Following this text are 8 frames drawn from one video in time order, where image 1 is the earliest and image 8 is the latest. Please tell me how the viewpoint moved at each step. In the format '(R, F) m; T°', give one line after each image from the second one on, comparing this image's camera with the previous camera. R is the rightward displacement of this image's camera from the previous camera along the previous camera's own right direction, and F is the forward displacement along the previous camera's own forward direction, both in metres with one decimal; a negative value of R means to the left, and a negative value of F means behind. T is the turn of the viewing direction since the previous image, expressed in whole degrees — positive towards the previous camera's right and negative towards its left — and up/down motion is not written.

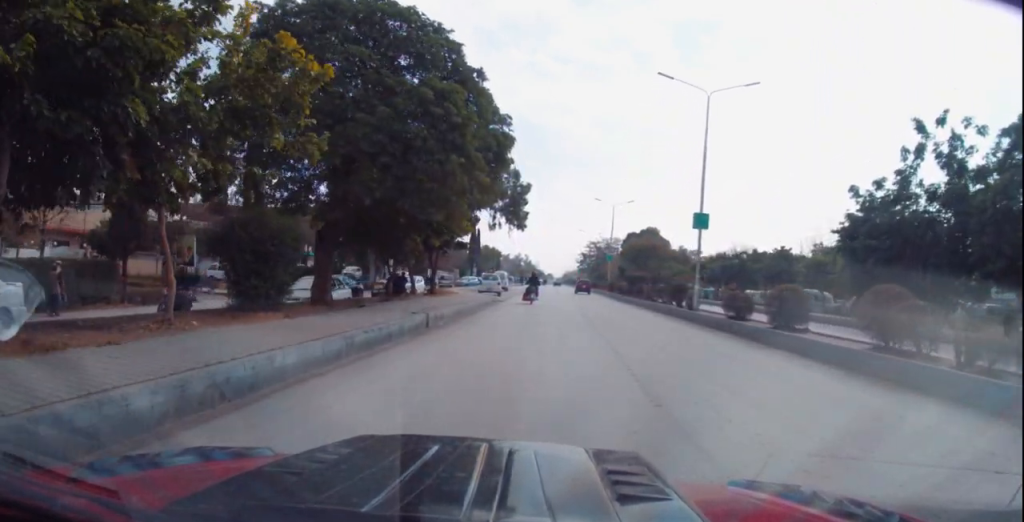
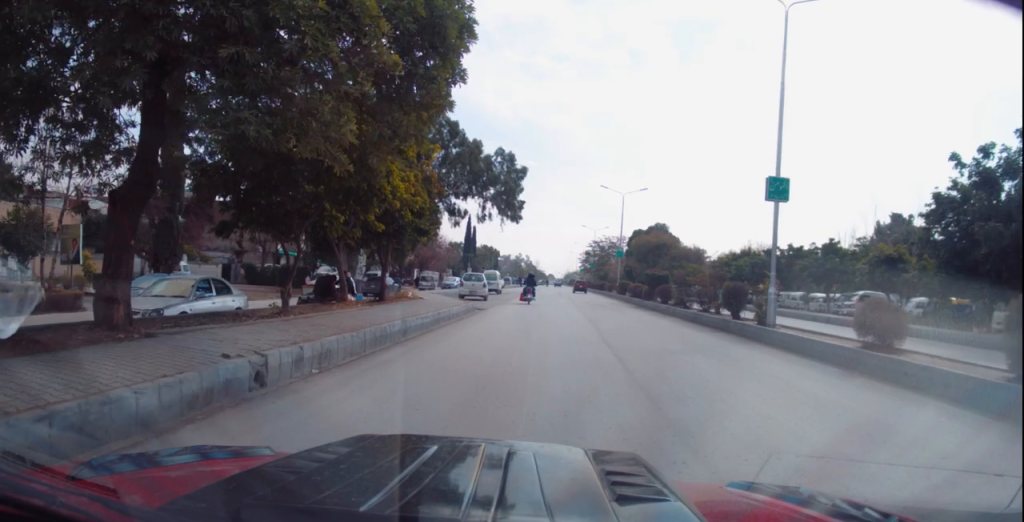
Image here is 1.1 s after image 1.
(-0.2, +8.9) m; -3°
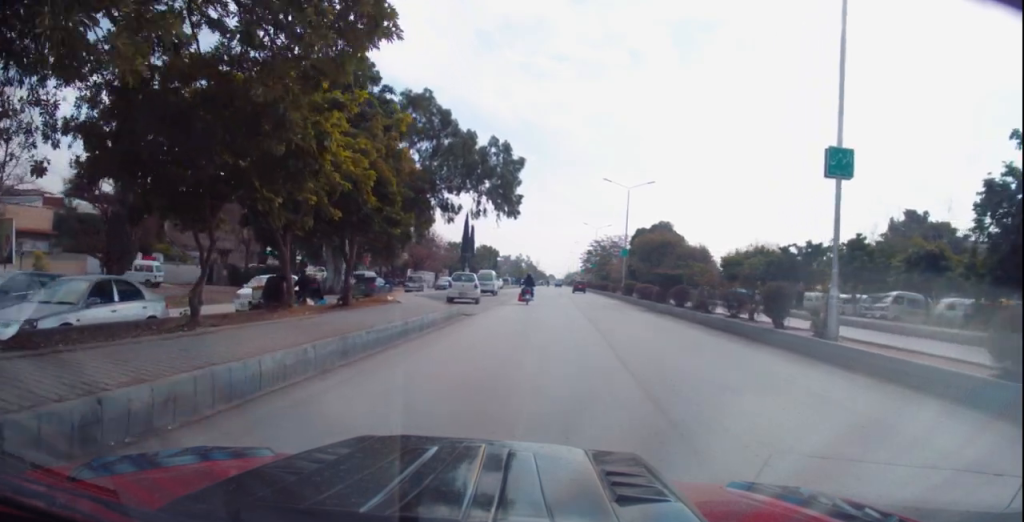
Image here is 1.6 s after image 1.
(-0.1, +3.9) m; -1°
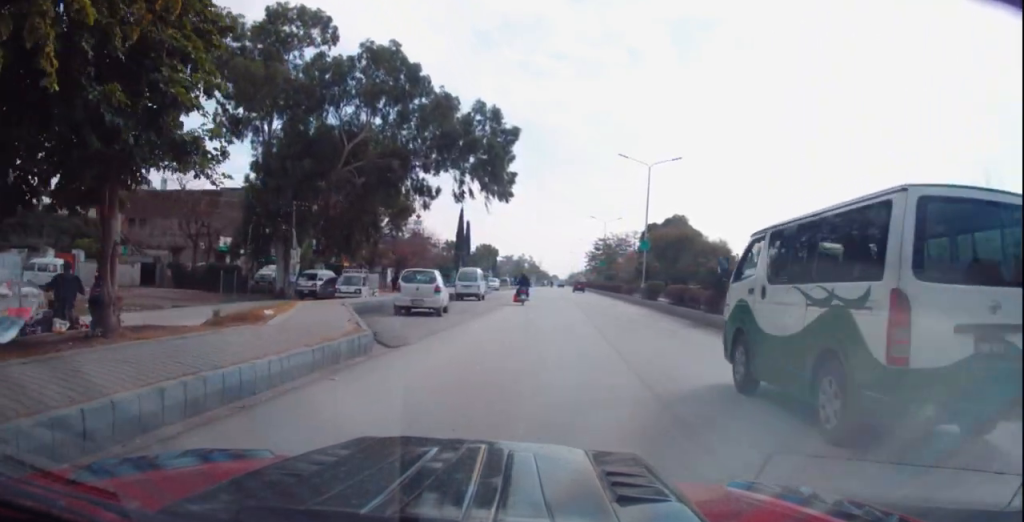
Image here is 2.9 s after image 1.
(0.0, +10.2) m; +1°
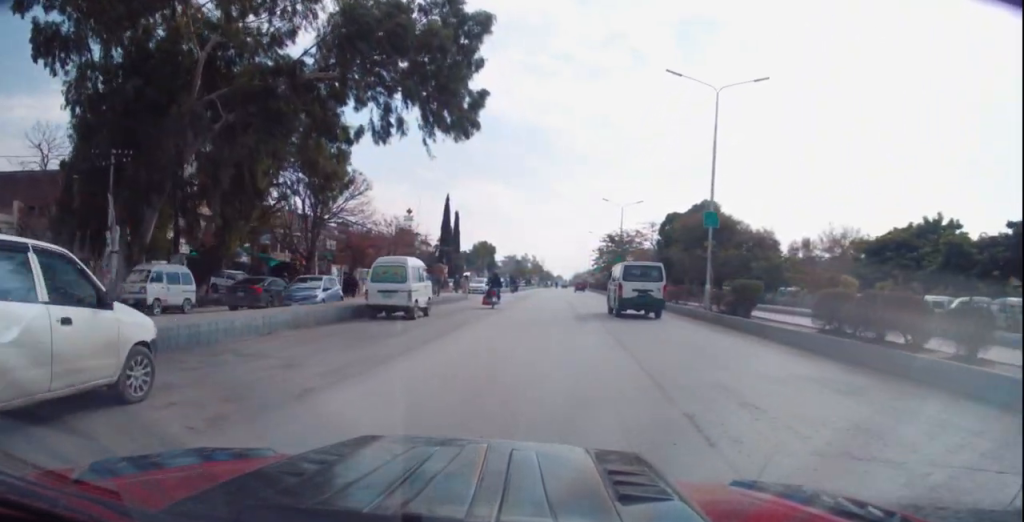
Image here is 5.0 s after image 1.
(+0.1, +17.4) m; -2°
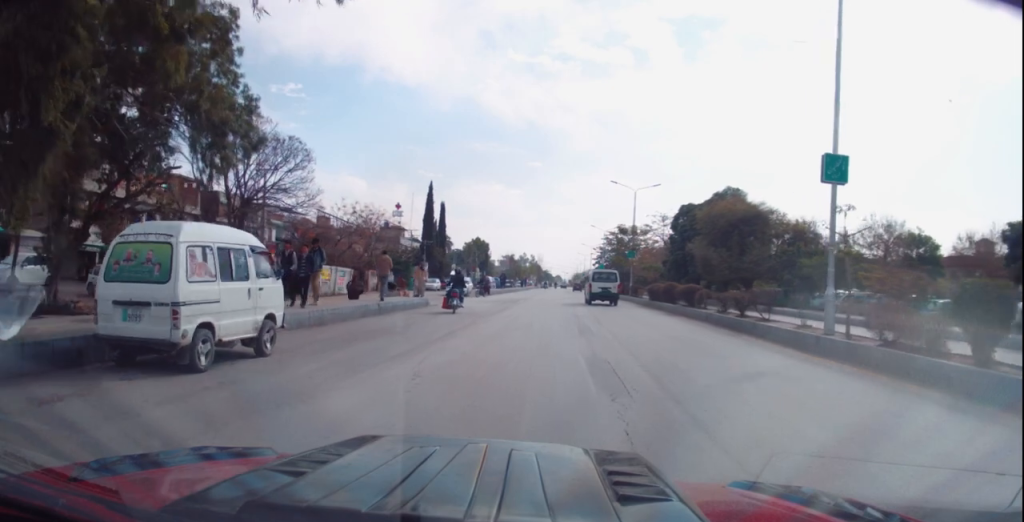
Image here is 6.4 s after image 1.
(-0.4, +11.4) m; +1°
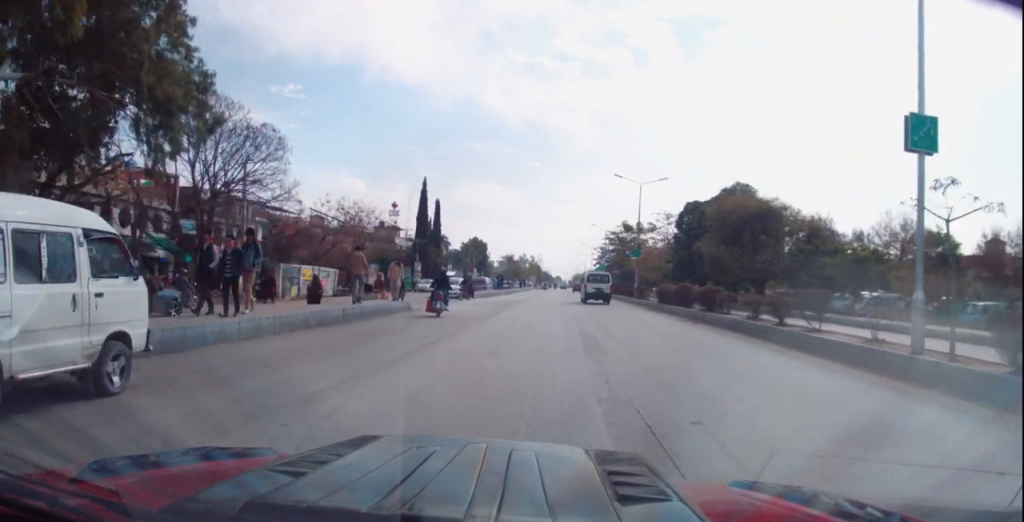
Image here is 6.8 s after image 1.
(+0.3, +3.4) m; +1°
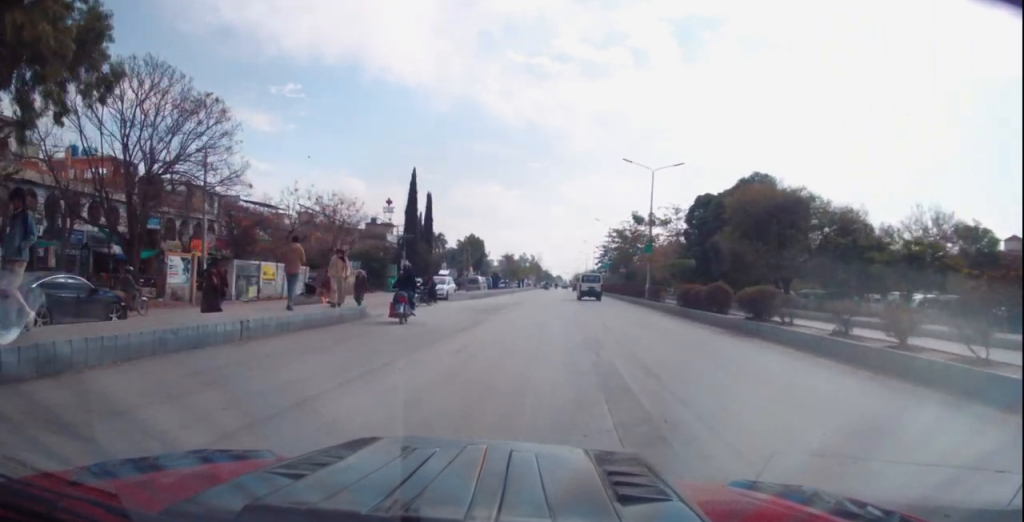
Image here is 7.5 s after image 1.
(+0.3, +6.0) m; +1°
